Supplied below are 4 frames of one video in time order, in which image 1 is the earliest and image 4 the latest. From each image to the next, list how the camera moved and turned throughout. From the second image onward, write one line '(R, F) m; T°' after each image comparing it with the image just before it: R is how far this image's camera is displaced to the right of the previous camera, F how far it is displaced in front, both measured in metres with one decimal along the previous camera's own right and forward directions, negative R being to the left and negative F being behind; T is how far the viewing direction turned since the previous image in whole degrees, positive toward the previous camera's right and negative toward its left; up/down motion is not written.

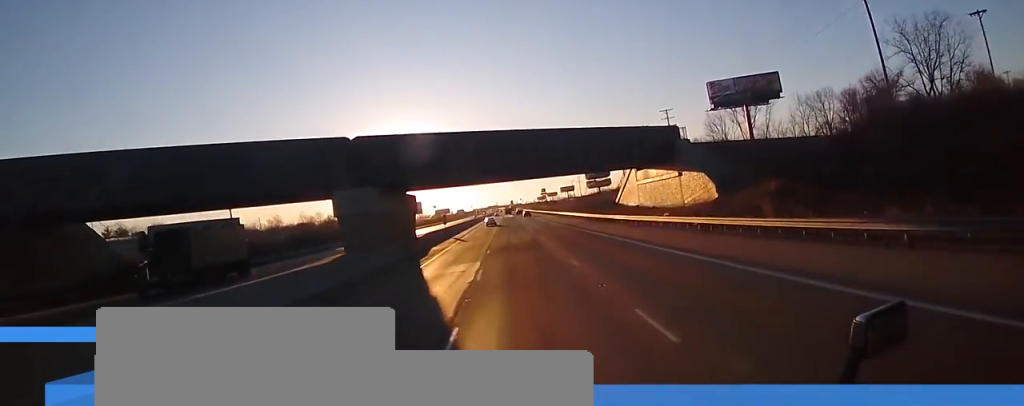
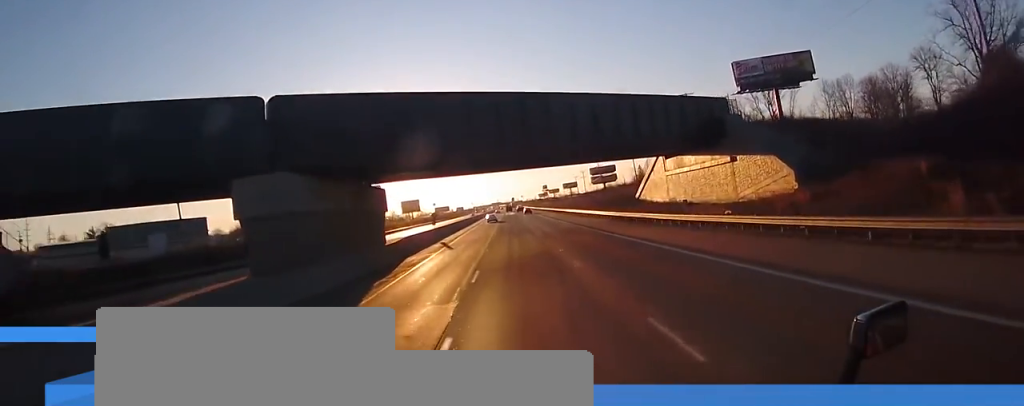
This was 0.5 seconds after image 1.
(-0.1, +13.6) m; 0°
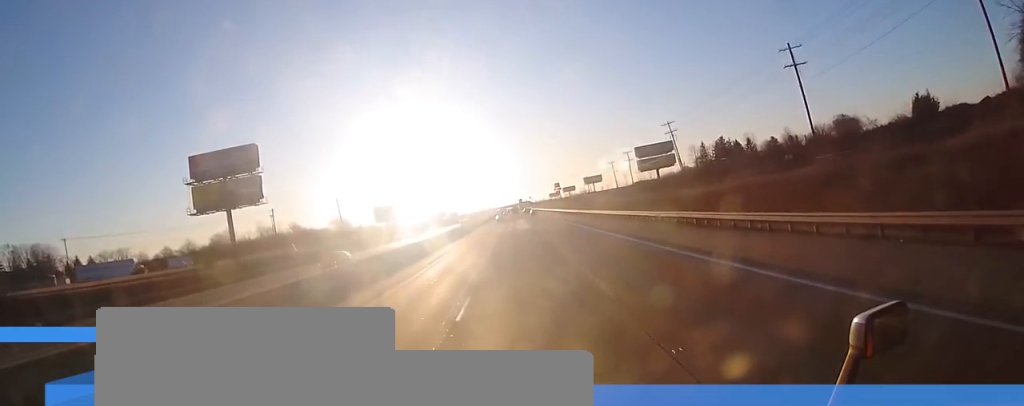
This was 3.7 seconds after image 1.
(-1.1, +92.4) m; -2°
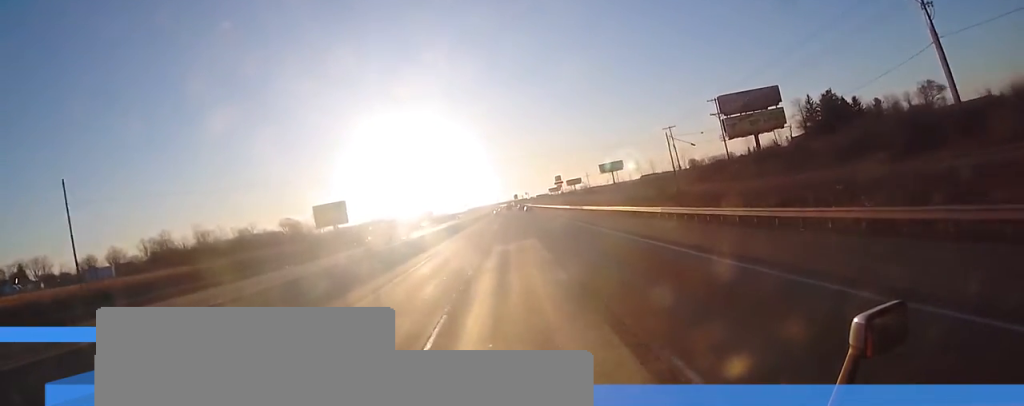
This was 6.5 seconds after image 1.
(-0.2, +82.2) m; +1°
